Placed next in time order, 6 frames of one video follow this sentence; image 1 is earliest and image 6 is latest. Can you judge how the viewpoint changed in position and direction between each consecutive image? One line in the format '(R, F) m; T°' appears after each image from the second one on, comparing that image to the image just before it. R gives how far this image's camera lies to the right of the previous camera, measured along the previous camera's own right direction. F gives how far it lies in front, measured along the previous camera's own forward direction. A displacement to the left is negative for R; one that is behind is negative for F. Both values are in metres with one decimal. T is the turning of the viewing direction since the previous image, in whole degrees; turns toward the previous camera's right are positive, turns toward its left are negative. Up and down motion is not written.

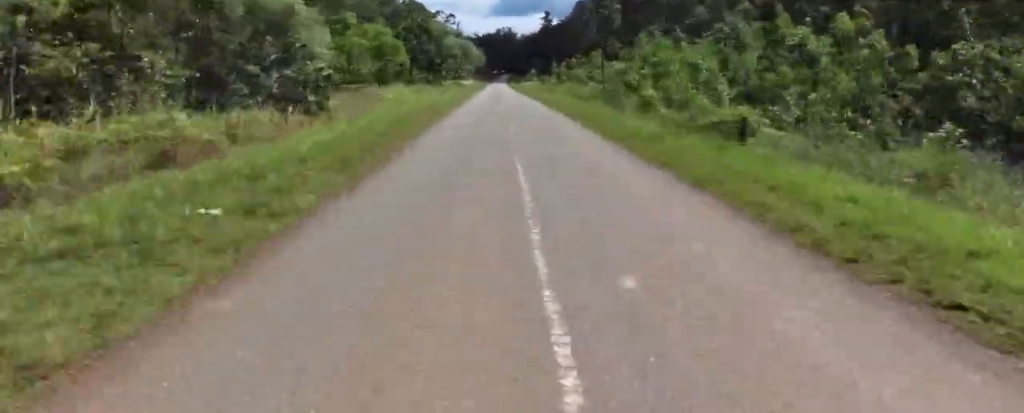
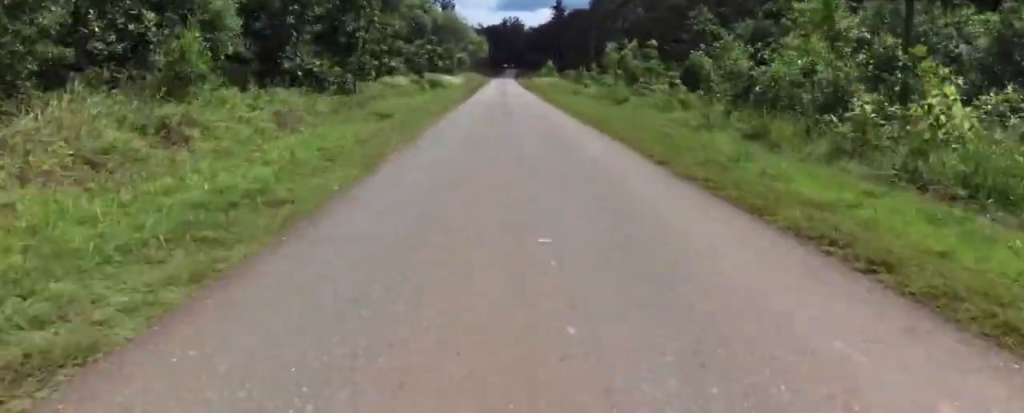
(-2.7, +36.1) m; -4°
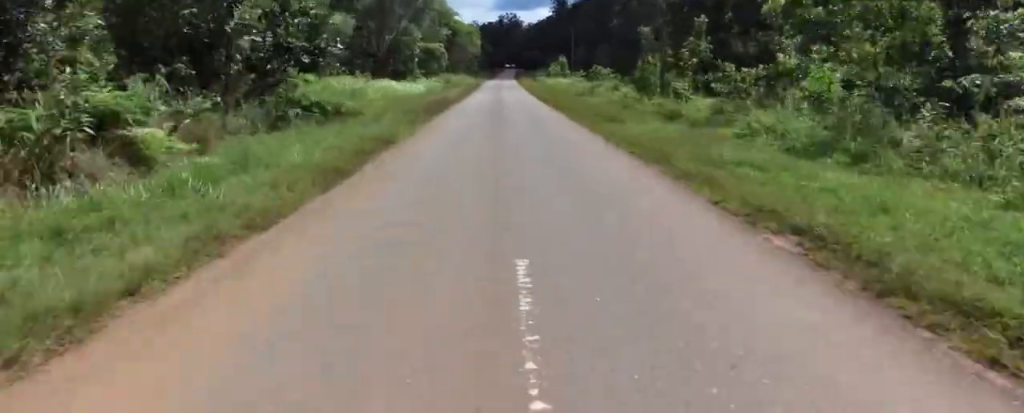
(0.0, +27.6) m; +3°
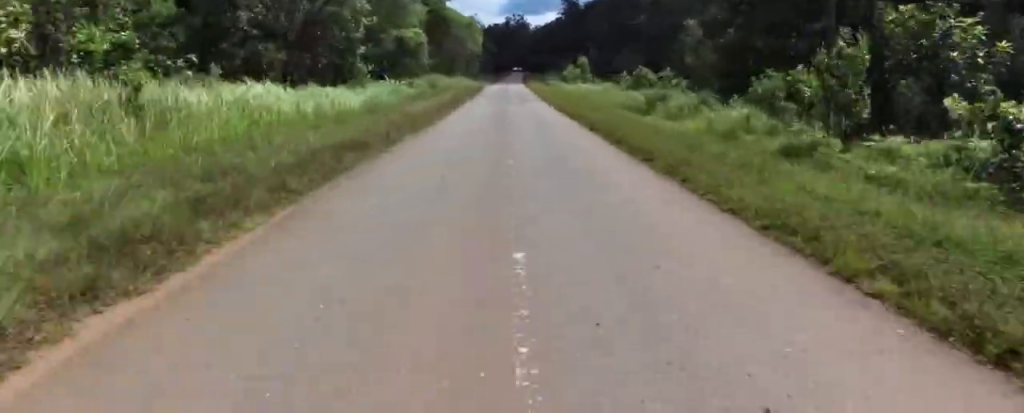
(+0.8, +16.1) m; 0°
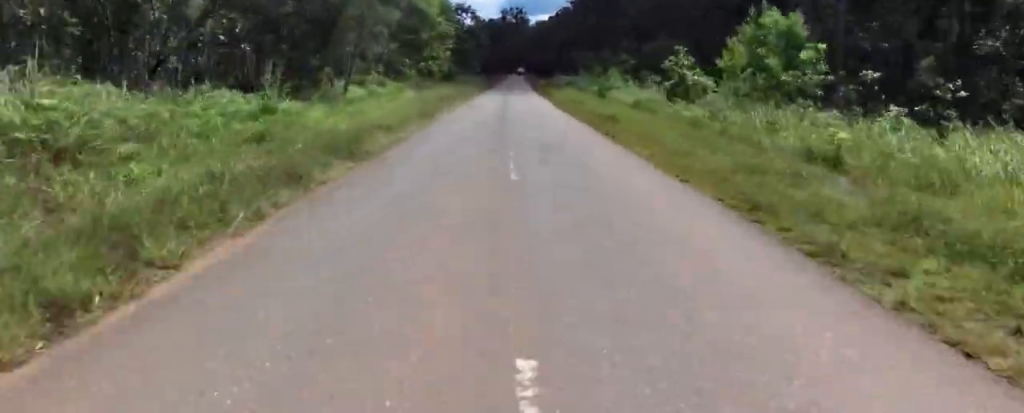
(-1.9, +51.0) m; -3°
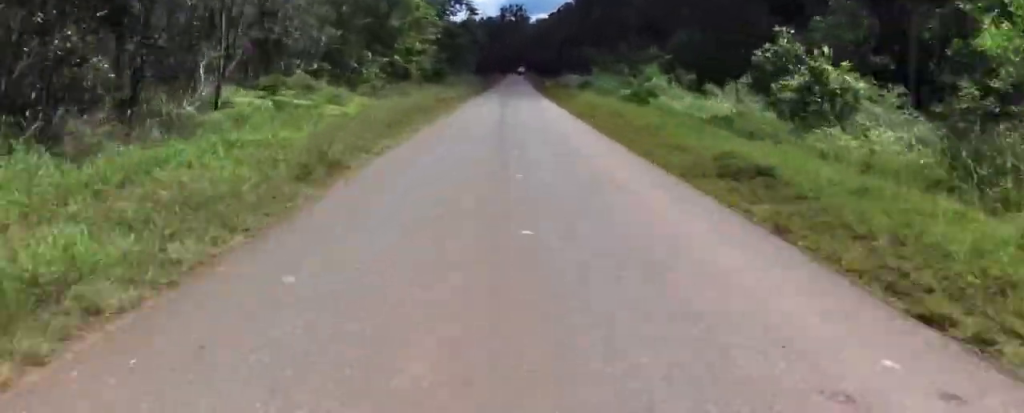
(0.0, +10.5) m; +2°
